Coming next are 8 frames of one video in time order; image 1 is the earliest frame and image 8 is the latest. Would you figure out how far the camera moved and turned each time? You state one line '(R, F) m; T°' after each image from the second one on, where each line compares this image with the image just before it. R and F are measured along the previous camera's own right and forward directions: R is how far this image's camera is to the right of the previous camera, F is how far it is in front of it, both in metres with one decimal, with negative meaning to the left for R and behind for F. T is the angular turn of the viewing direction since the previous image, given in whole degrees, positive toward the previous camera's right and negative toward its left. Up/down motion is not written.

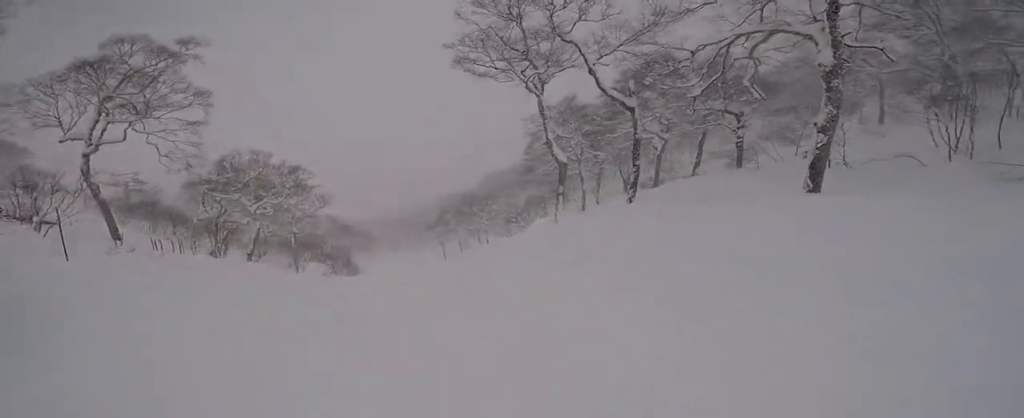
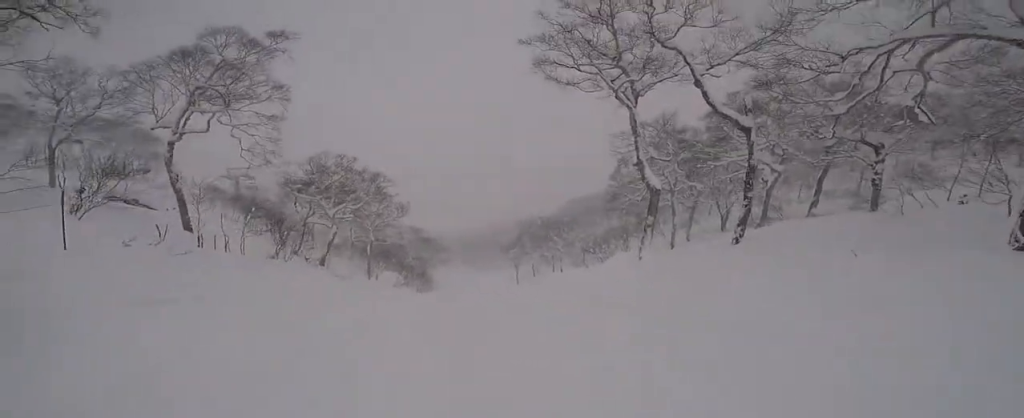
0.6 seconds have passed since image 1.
(+0.9, +3.0) m; +1°
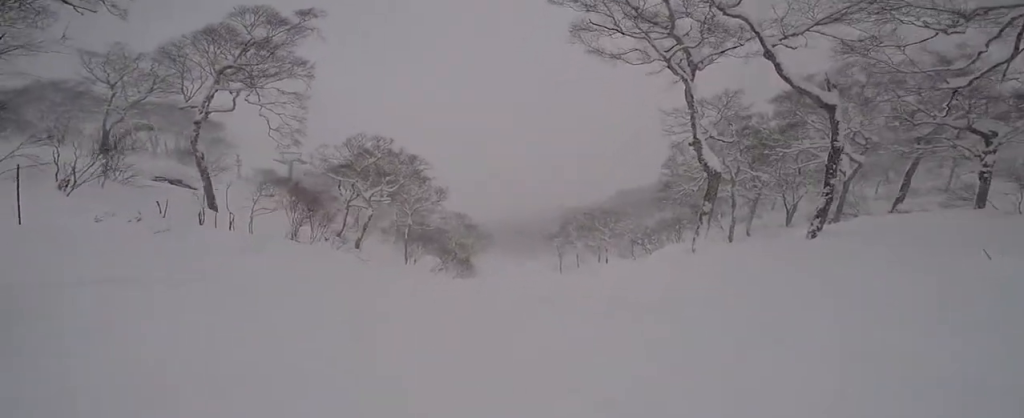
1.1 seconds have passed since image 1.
(+0.3, +2.3) m; -1°
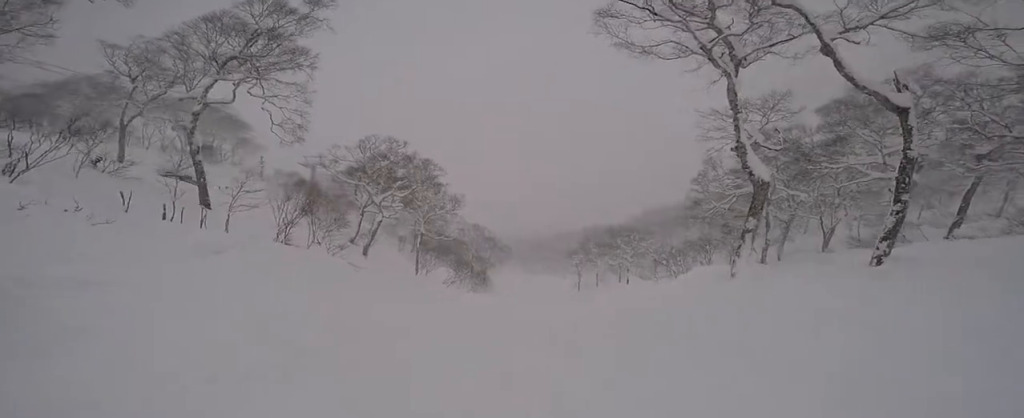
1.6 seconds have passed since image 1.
(-0.5, +2.3) m; -7°
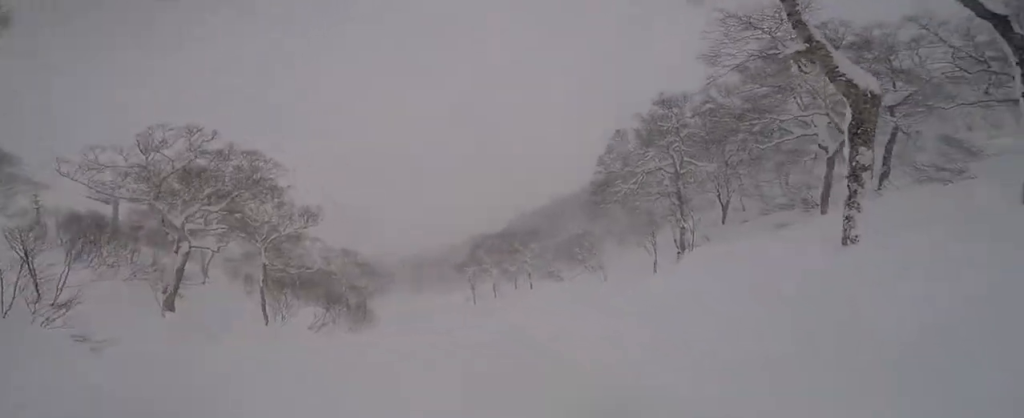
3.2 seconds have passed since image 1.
(-0.5, +8.7) m; +4°
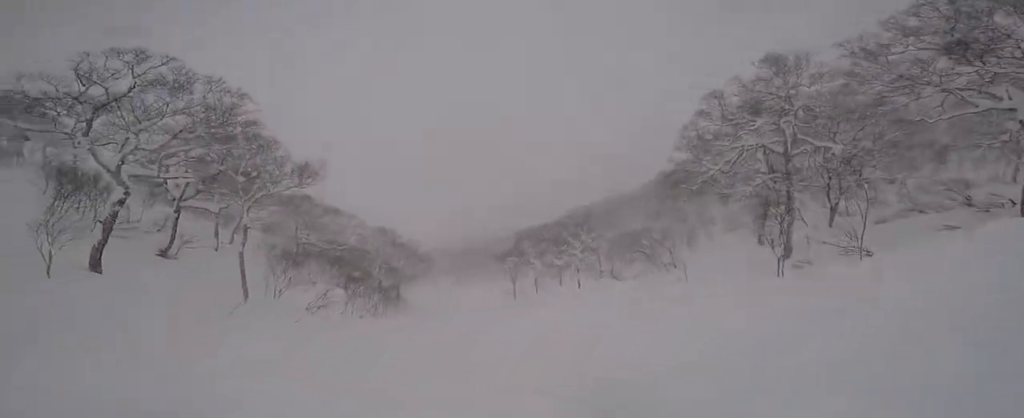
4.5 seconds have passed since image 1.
(+0.2, +7.3) m; -6°
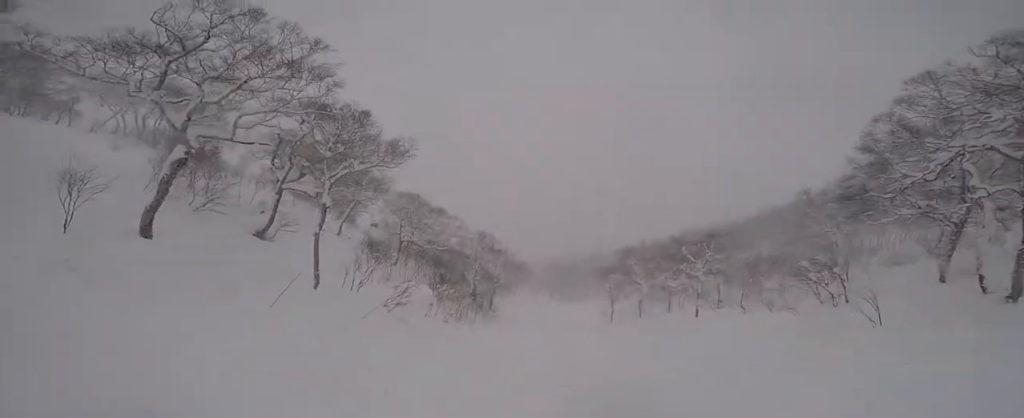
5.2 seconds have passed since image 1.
(-0.4, +4.6) m; -3°
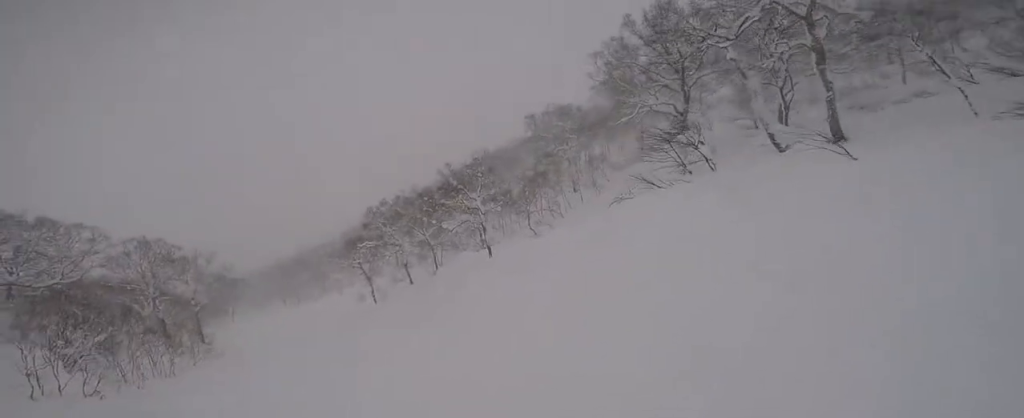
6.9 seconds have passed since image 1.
(+1.9, +11.5) m; +18°
